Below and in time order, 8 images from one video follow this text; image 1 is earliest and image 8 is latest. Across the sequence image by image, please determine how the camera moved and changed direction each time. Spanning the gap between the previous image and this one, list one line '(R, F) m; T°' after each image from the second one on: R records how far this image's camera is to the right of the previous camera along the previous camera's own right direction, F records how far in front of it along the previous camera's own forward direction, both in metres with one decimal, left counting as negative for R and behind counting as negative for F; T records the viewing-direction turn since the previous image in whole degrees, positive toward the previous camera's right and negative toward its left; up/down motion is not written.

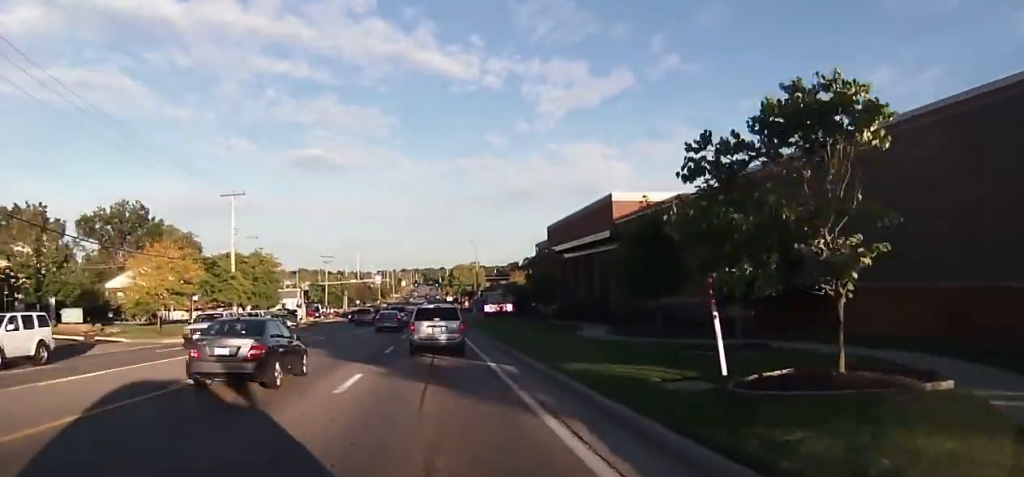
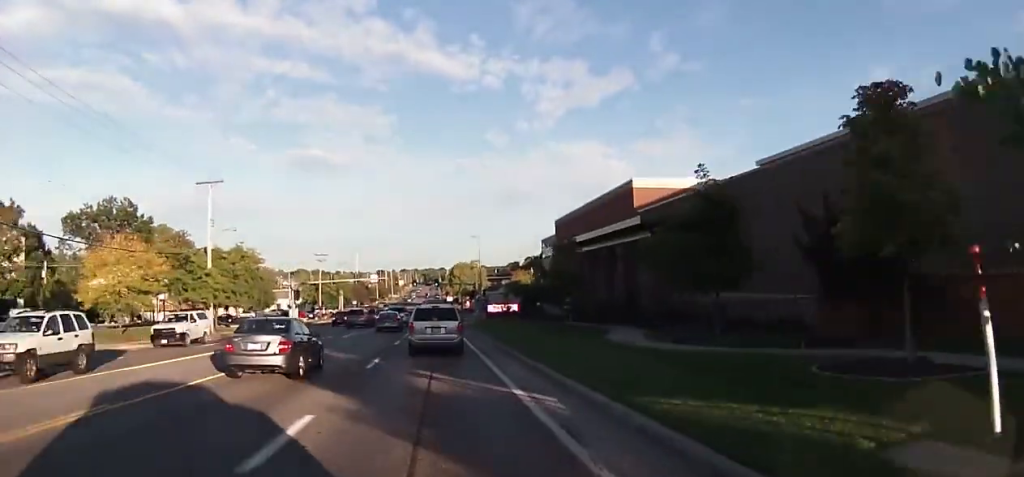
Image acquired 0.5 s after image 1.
(+0.1, +6.4) m; +1°
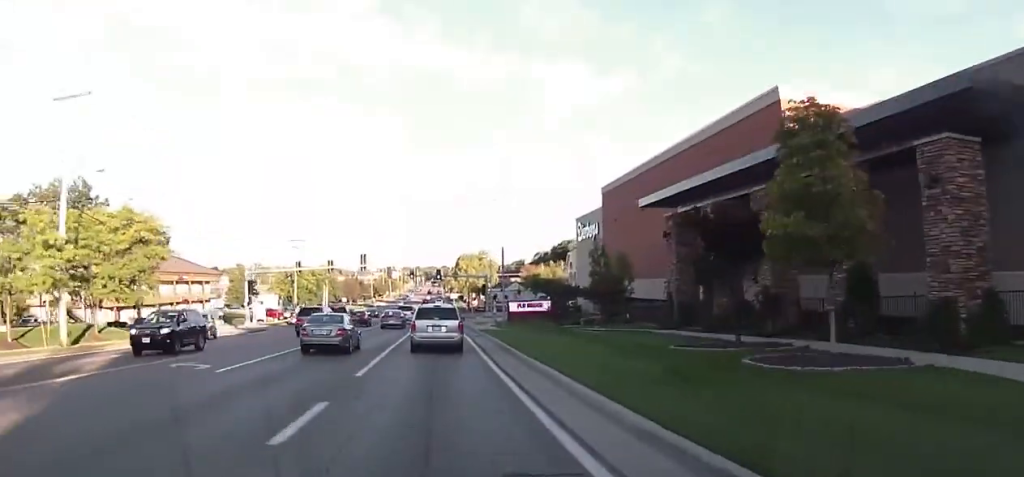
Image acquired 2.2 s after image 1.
(-0.1, +23.5) m; 0°
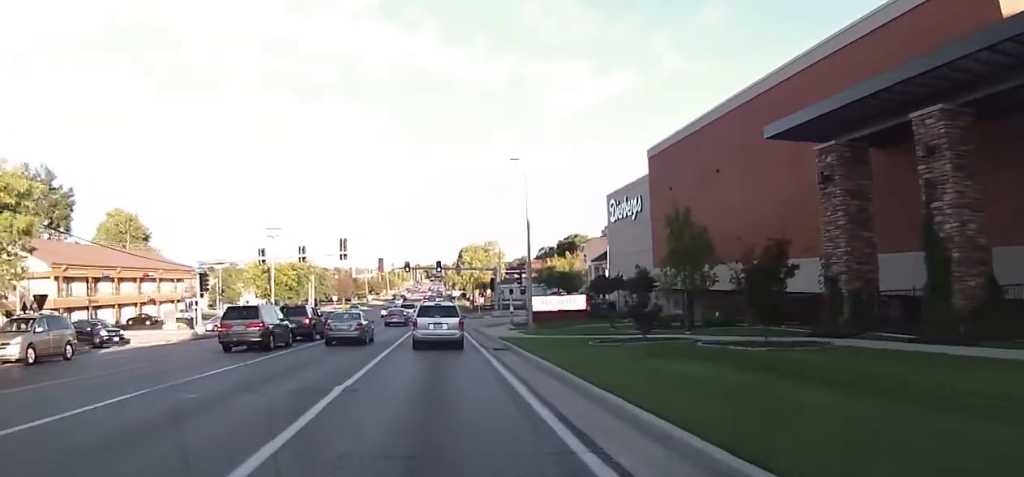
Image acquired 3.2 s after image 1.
(0.0, +14.3) m; -1°
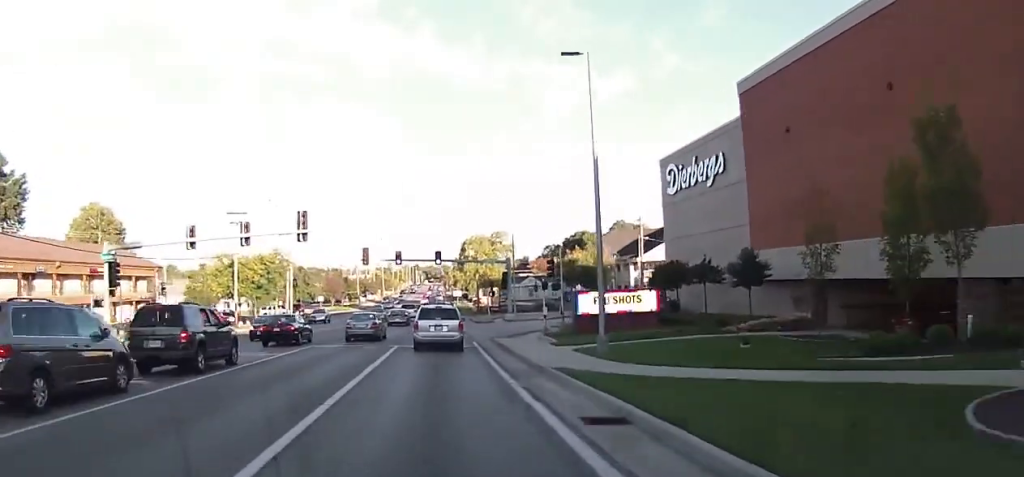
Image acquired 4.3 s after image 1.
(-0.2, +15.7) m; -1°
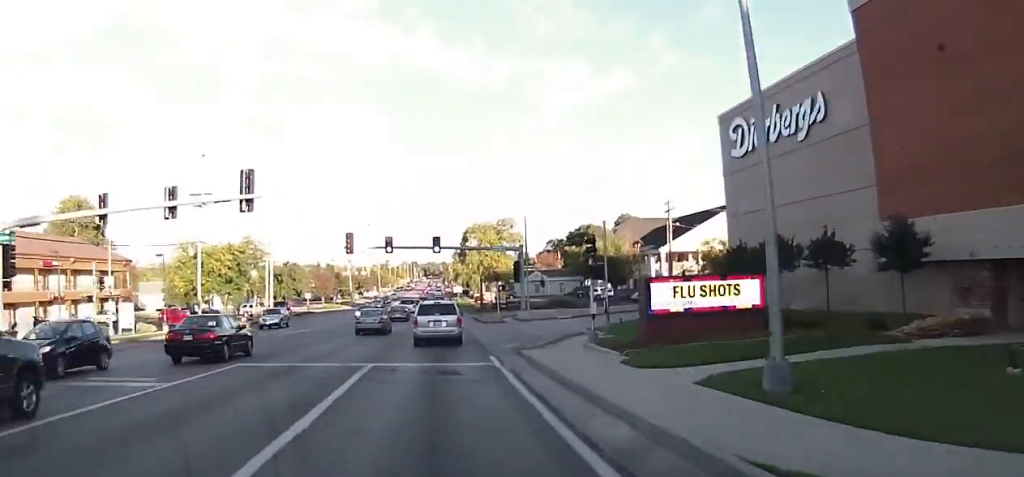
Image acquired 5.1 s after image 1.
(-0.1, +10.6) m; +1°
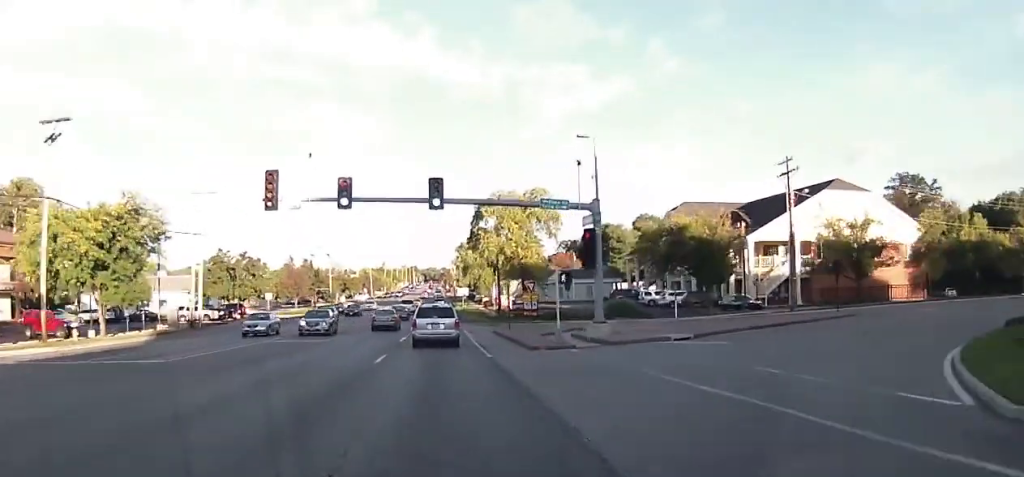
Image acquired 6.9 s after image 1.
(+0.5, +25.3) m; +1°
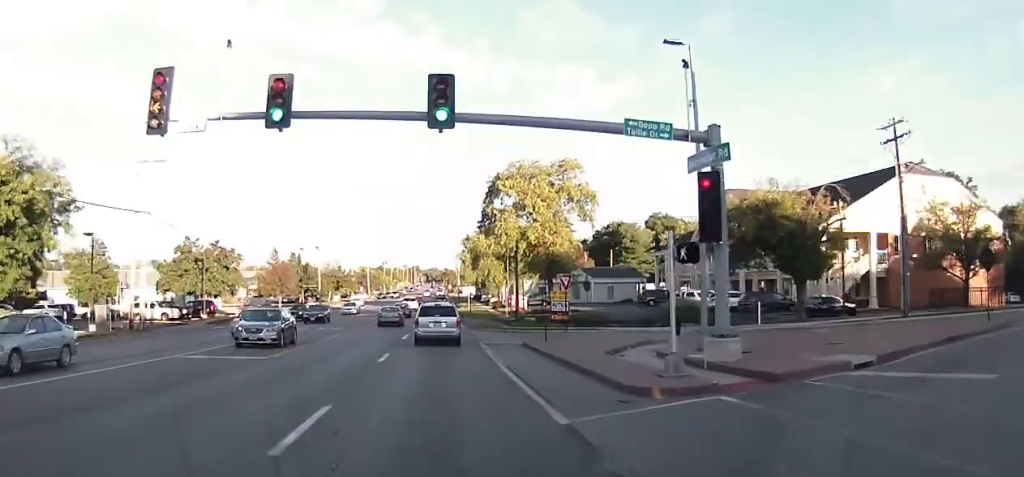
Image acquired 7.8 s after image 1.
(-0.2, +12.4) m; 0°
